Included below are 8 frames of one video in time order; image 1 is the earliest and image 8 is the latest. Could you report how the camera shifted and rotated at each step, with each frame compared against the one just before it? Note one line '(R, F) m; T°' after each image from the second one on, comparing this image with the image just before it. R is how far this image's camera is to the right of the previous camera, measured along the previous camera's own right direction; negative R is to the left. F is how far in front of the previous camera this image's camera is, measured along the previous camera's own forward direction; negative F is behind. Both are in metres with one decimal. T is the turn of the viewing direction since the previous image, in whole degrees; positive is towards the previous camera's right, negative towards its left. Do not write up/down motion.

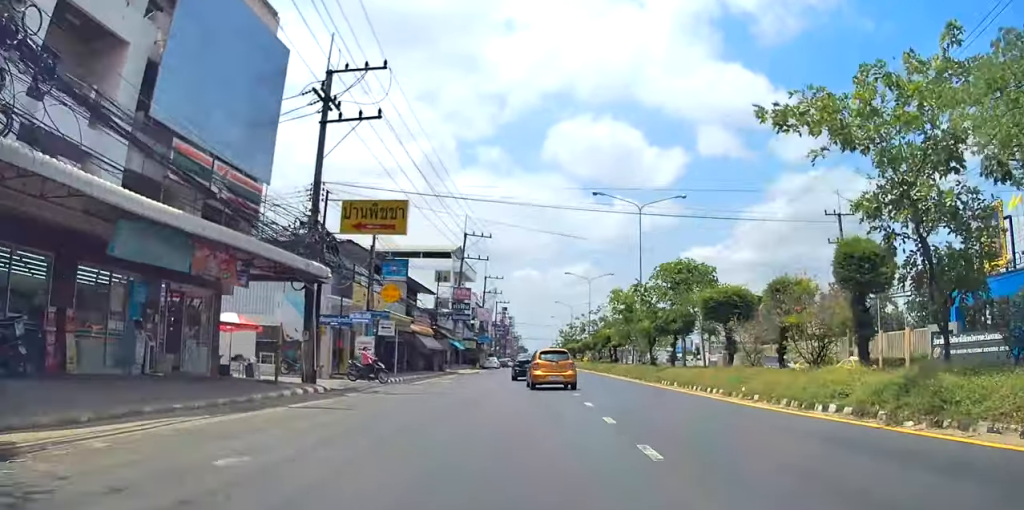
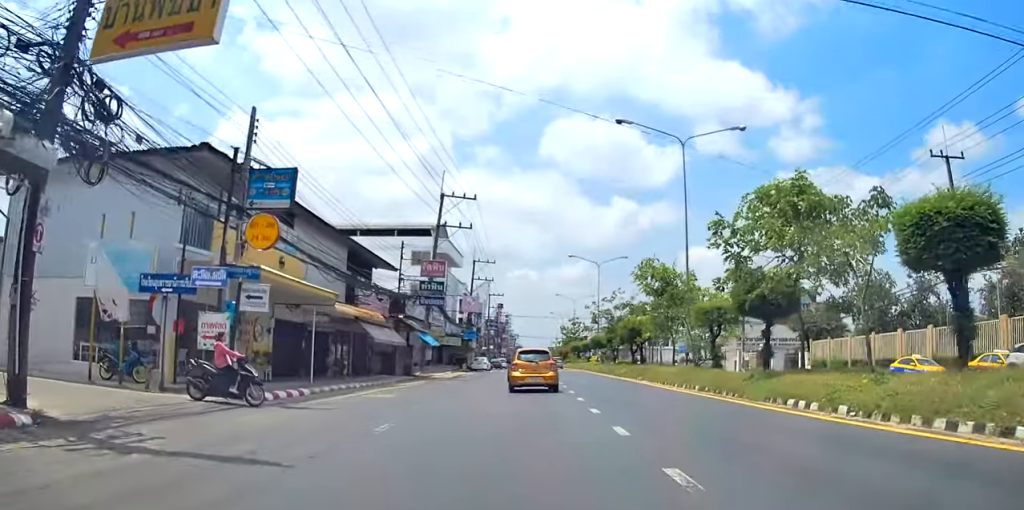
(+0.1, +14.8) m; 0°
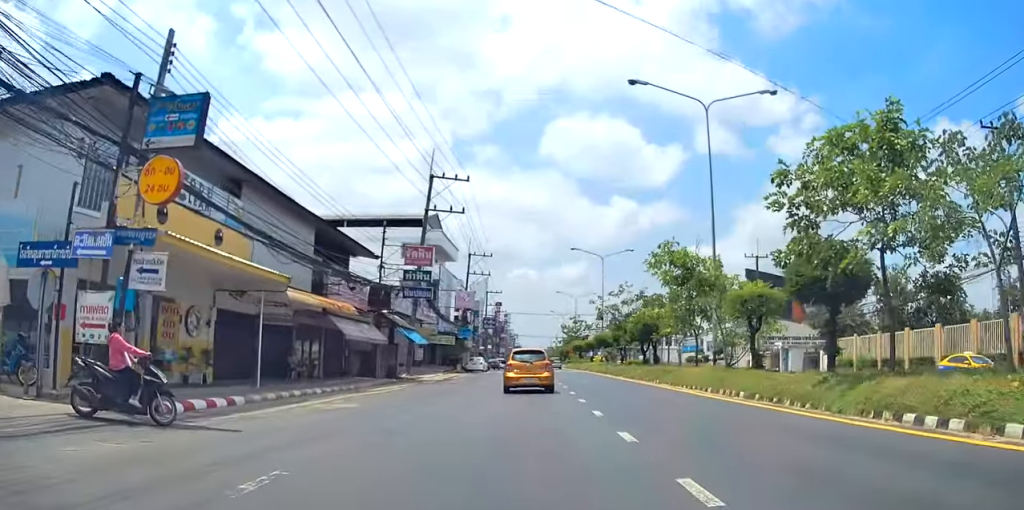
(0.0, +5.0) m; 0°
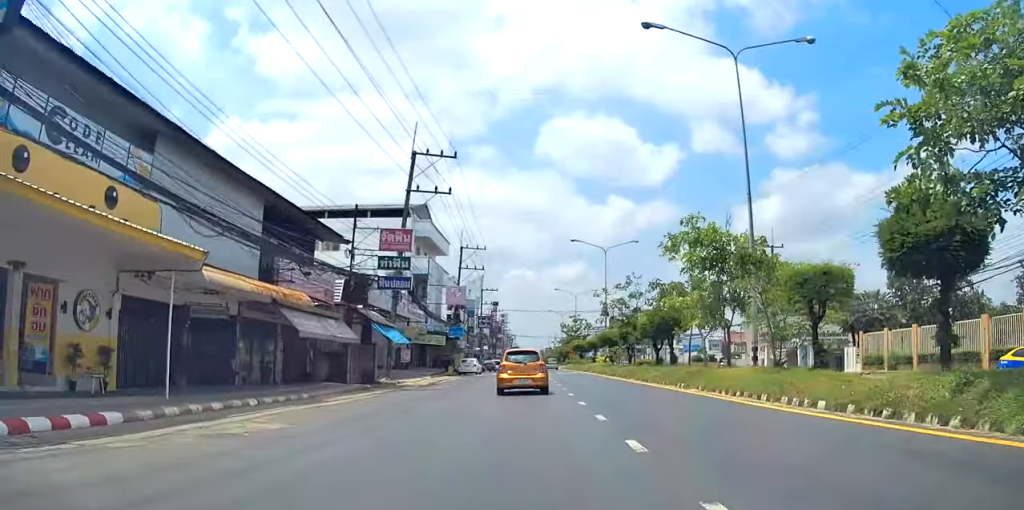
(0.0, +5.3) m; 0°
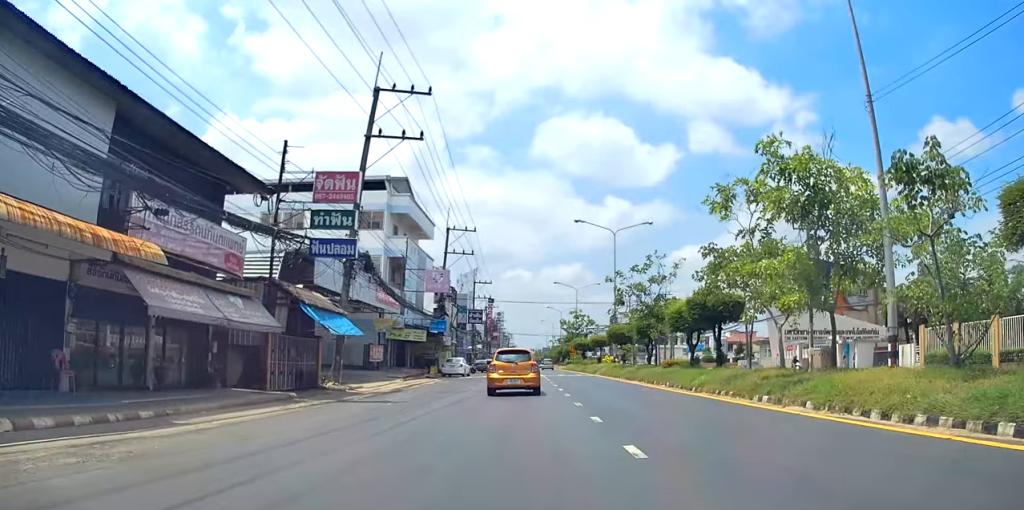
(-0.1, +8.8) m; +2°
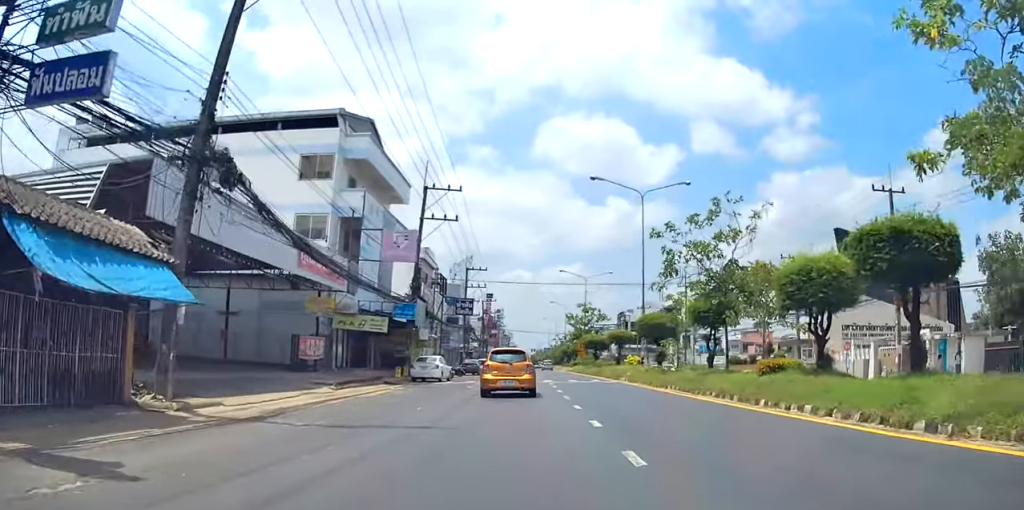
(+0.7, +13.1) m; +1°
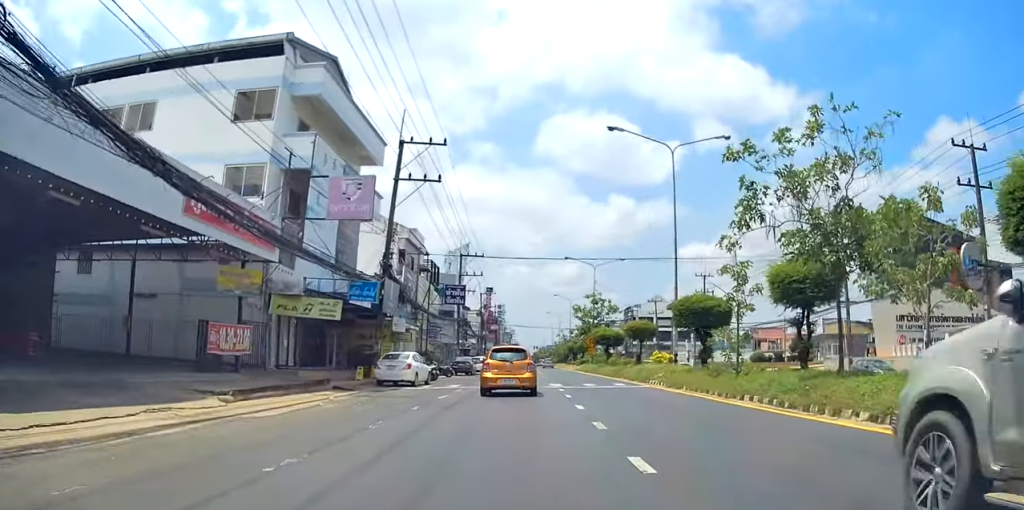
(-0.6, +8.8) m; -4°
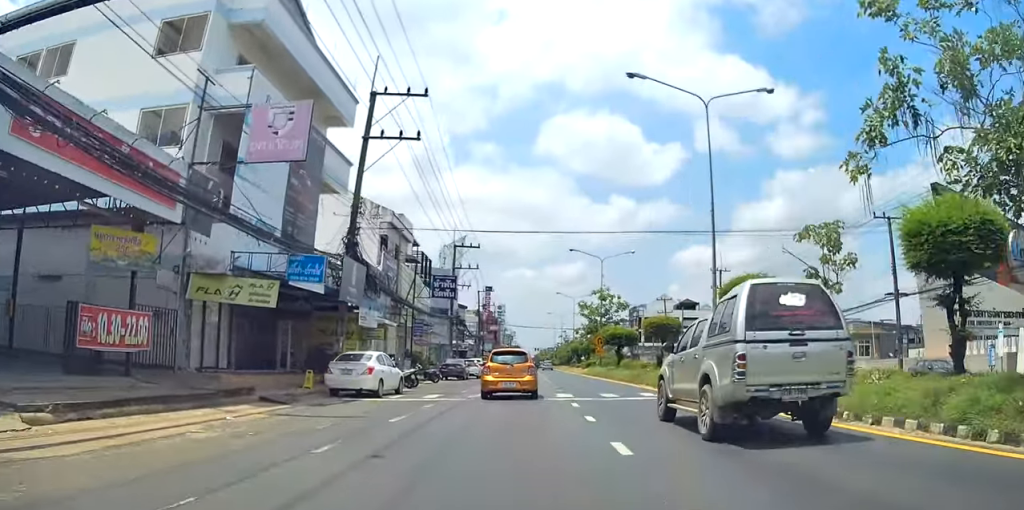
(-0.1, +6.8) m; +2°
